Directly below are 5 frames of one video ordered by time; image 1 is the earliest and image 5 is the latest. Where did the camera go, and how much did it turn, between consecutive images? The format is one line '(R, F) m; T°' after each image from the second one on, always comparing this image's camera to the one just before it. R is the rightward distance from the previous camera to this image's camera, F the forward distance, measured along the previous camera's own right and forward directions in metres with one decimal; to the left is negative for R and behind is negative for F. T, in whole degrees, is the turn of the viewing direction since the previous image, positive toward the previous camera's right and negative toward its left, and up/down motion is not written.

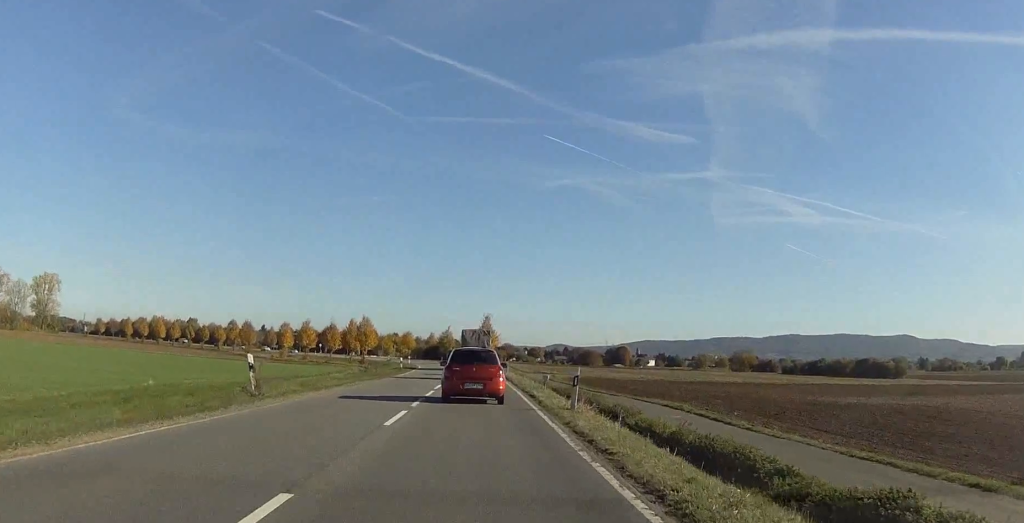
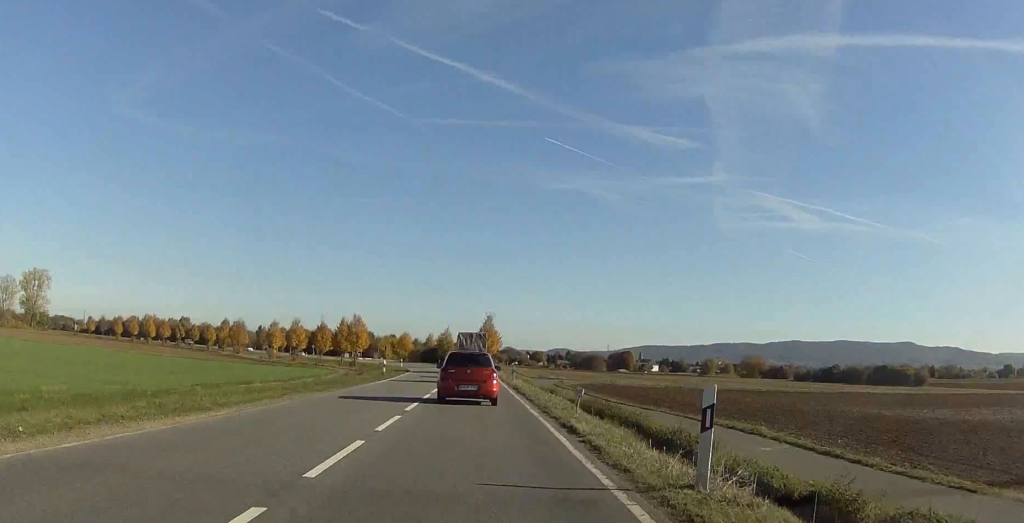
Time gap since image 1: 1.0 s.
(+0.1, +12.9) m; 0°
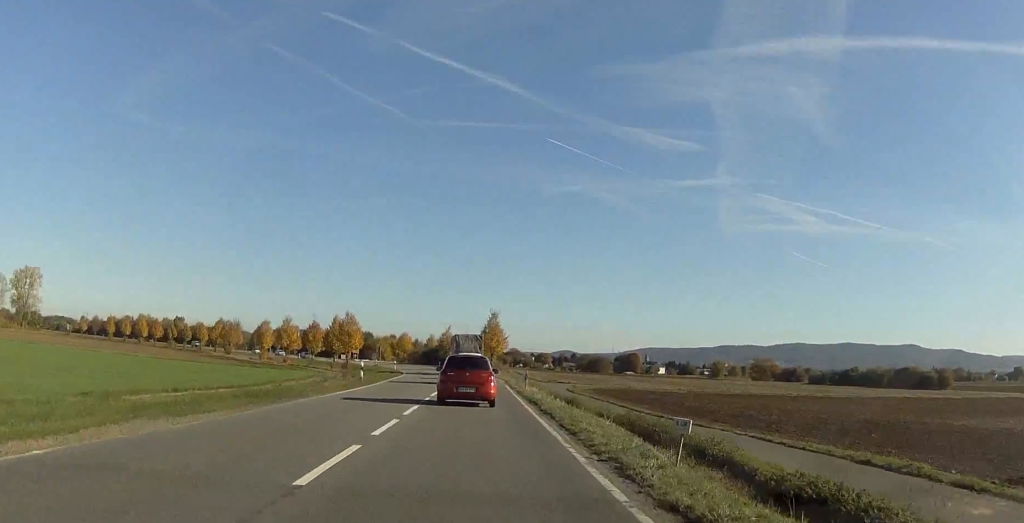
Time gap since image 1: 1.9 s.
(0.0, +12.5) m; 0°
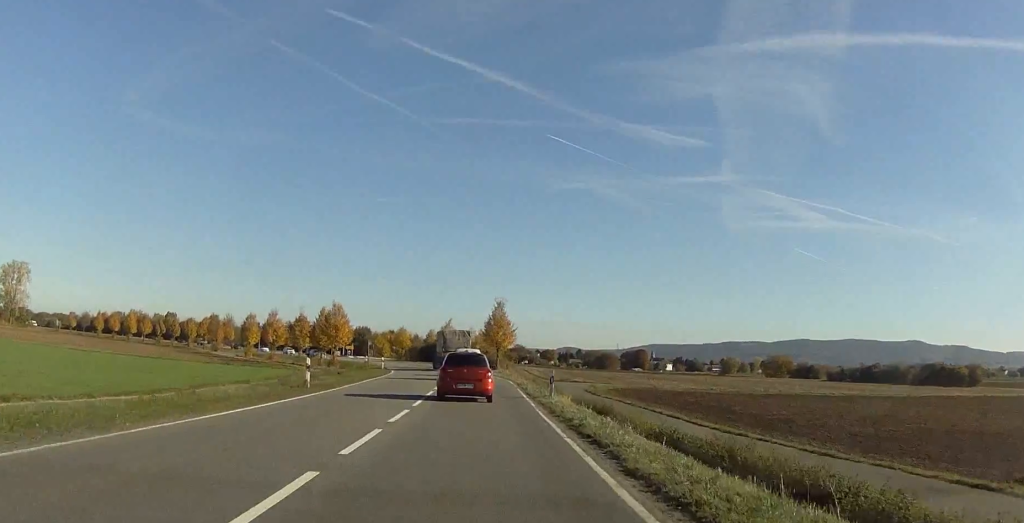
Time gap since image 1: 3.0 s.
(+0.1, +14.9) m; +2°
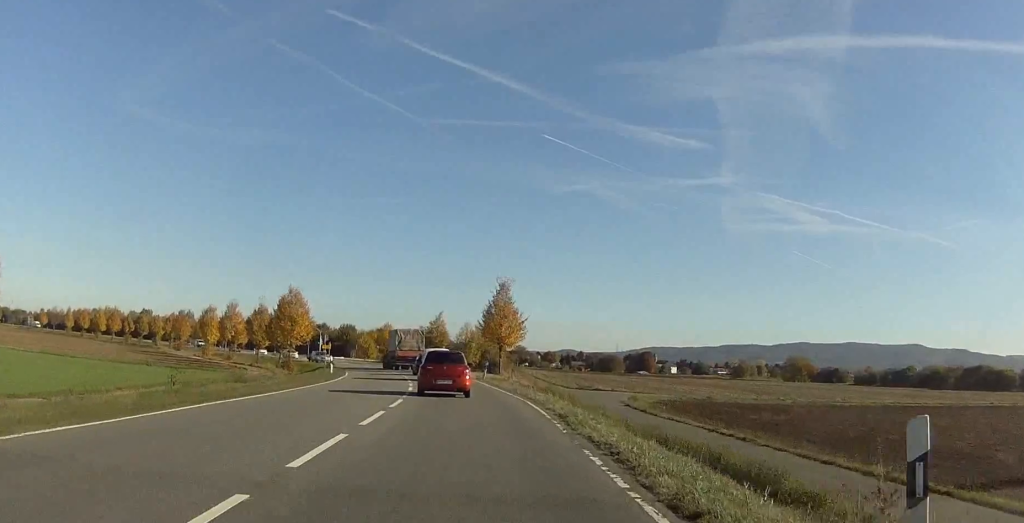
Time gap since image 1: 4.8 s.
(0.0, +25.2) m; -1°
